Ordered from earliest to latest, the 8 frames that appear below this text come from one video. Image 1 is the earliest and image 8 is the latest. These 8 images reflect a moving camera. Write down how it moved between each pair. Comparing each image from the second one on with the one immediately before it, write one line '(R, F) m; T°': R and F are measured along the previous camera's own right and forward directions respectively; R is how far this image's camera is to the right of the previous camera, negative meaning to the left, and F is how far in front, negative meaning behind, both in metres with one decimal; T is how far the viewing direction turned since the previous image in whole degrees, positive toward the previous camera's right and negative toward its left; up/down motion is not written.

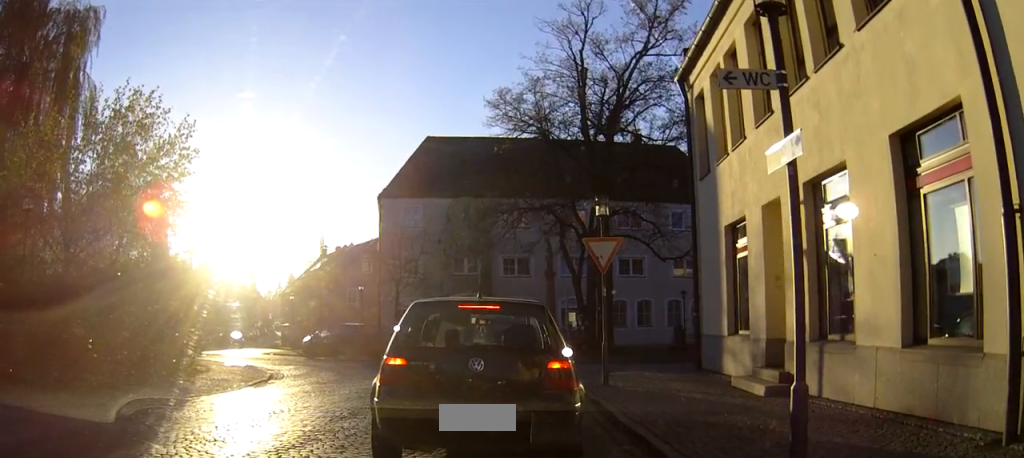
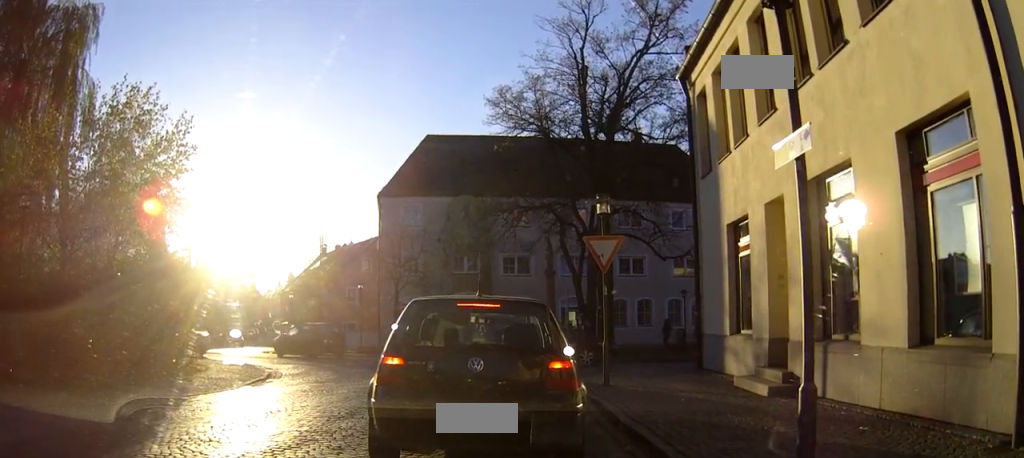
(+0.1, +0.2) m; 0°
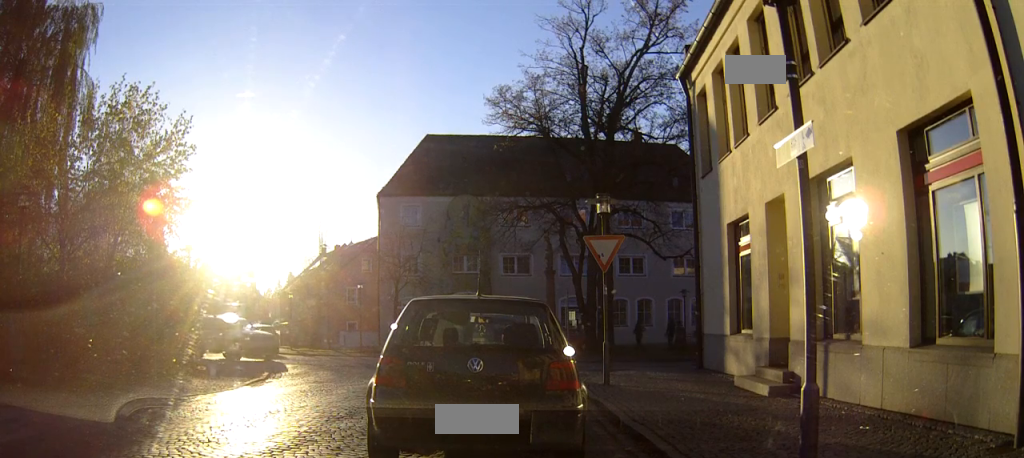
(0.0, +0.4) m; 0°
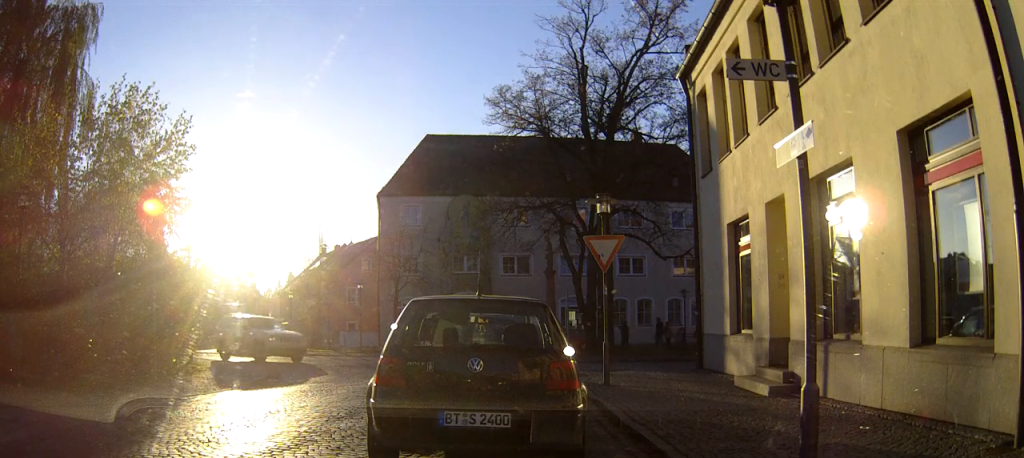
(0.0, +0.1) m; 0°
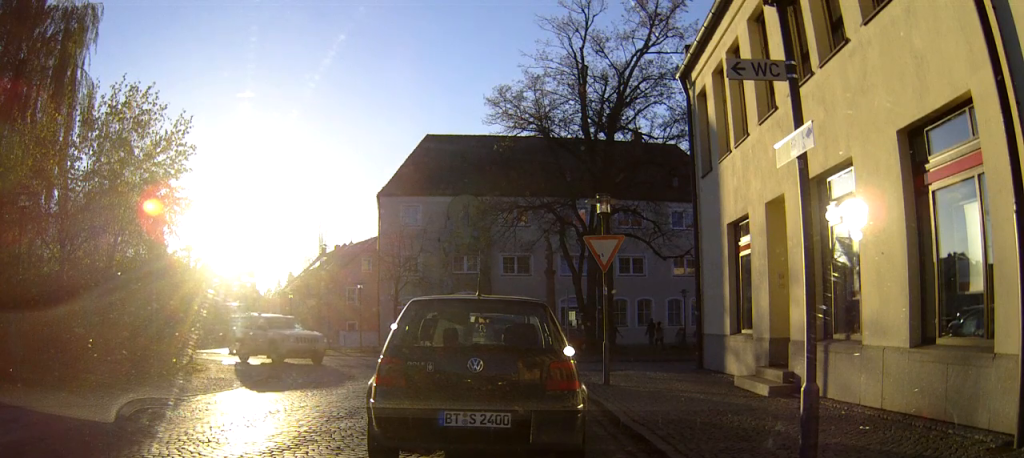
(0.0, 0.0) m; 0°
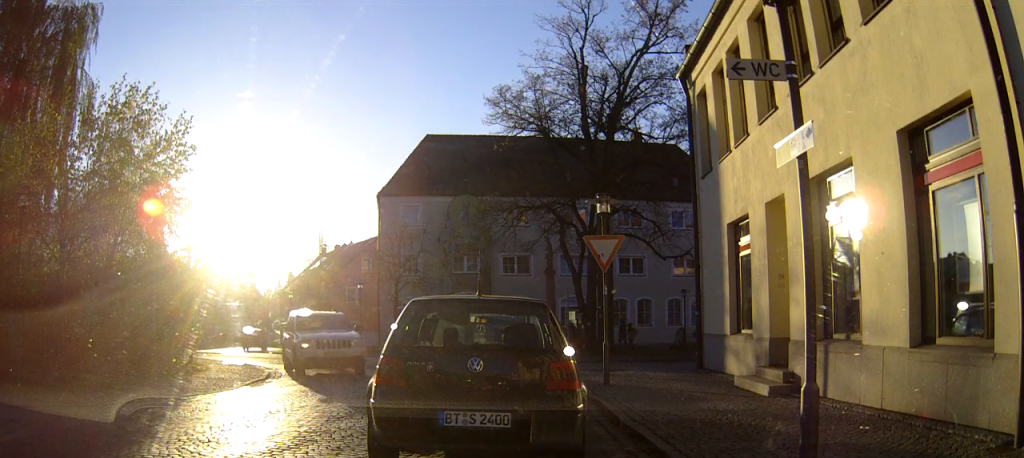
(0.0, +0.2) m; 0°
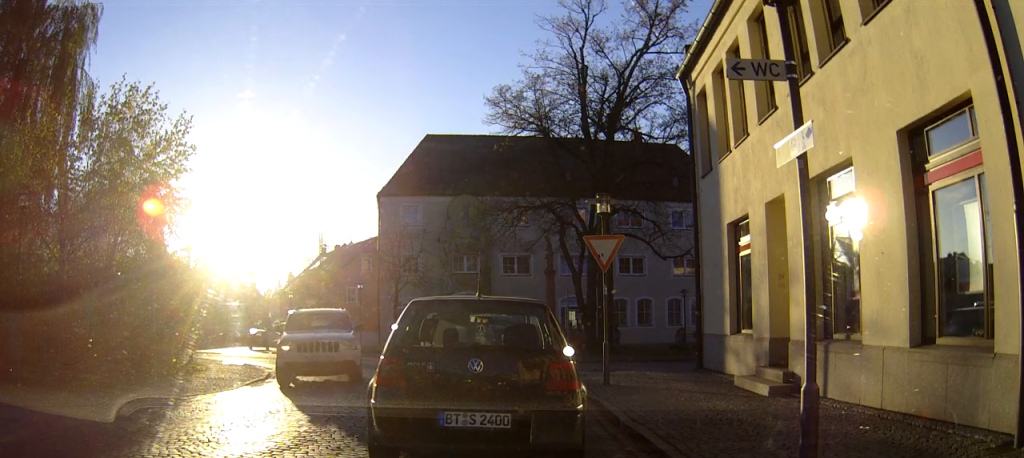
(0.0, 0.0) m; 0°
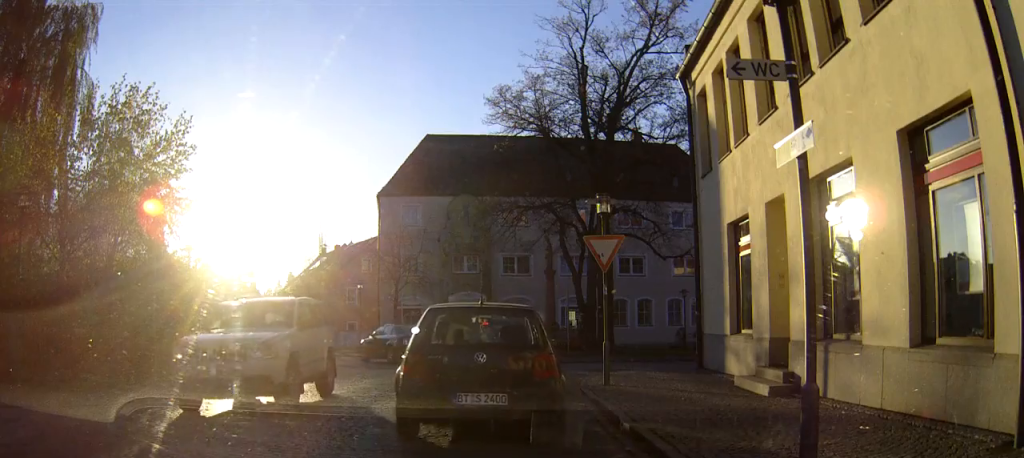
(0.0, 0.0) m; 0°
